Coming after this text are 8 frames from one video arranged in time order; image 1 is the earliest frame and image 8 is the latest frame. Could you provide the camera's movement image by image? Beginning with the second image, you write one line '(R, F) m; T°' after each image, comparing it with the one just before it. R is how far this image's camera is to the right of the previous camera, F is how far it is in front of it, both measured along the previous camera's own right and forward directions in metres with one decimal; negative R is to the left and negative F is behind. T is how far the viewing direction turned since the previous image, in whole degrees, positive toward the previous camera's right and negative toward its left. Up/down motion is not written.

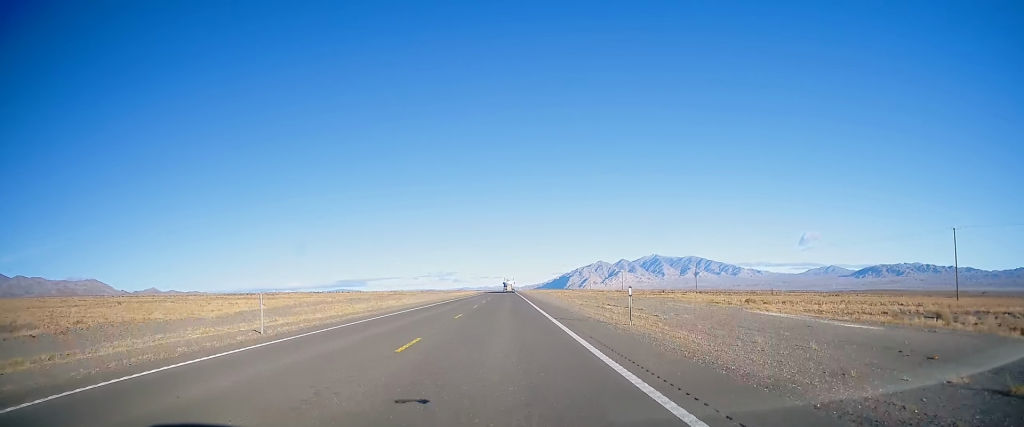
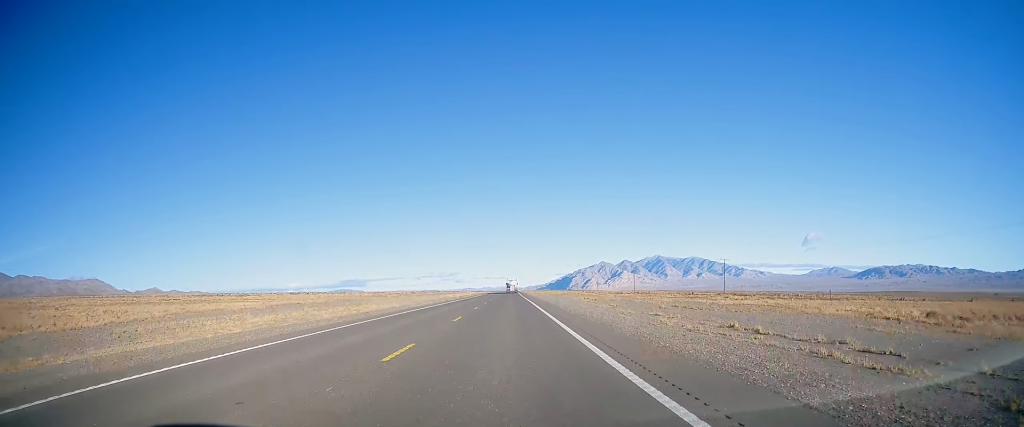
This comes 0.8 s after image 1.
(0.0, +25.4) m; 0°
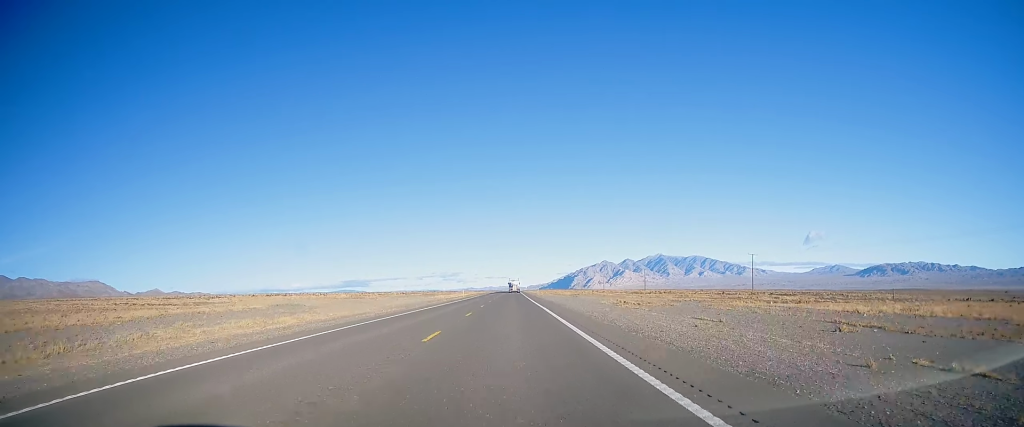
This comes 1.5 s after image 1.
(-0.1, +20.4) m; 0°
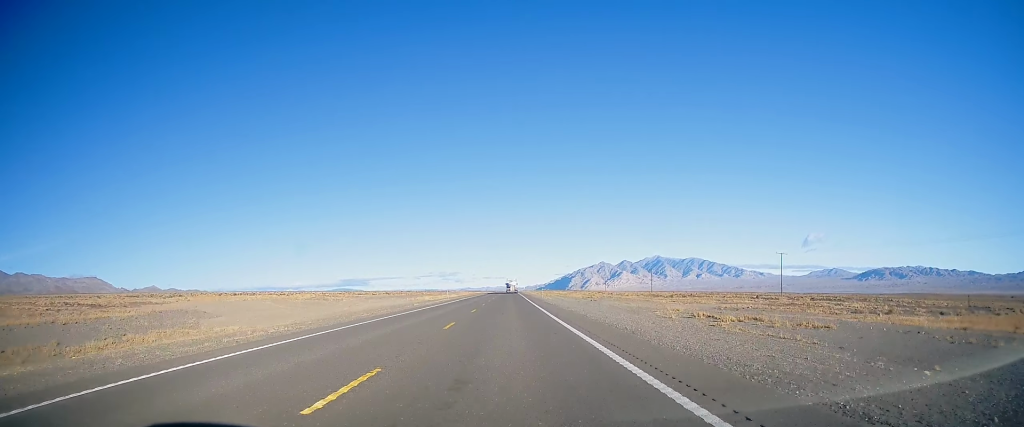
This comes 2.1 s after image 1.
(+0.1, +19.5) m; 0°
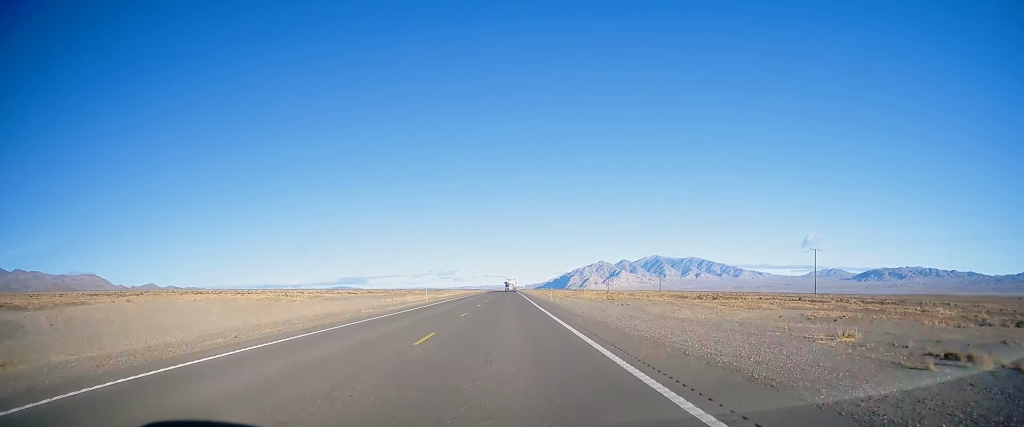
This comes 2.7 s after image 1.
(0.0, +17.5) m; 0°
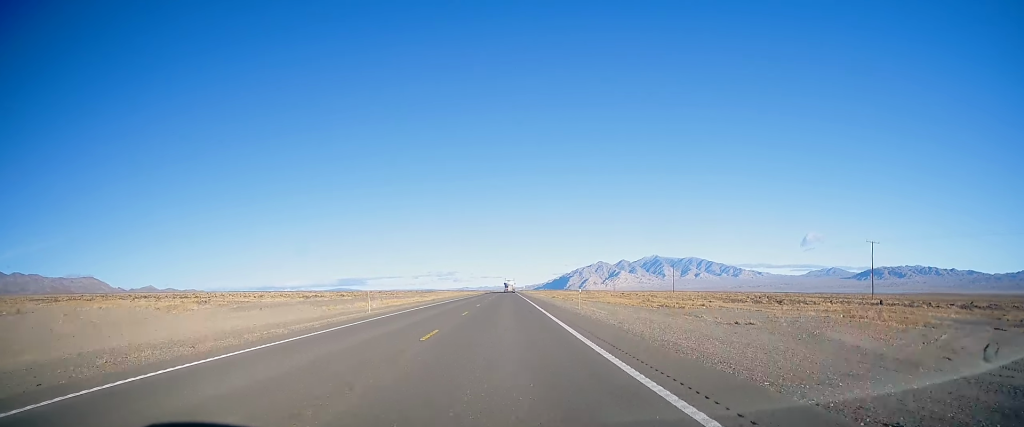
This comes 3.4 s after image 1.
(-0.1, +22.6) m; 0°
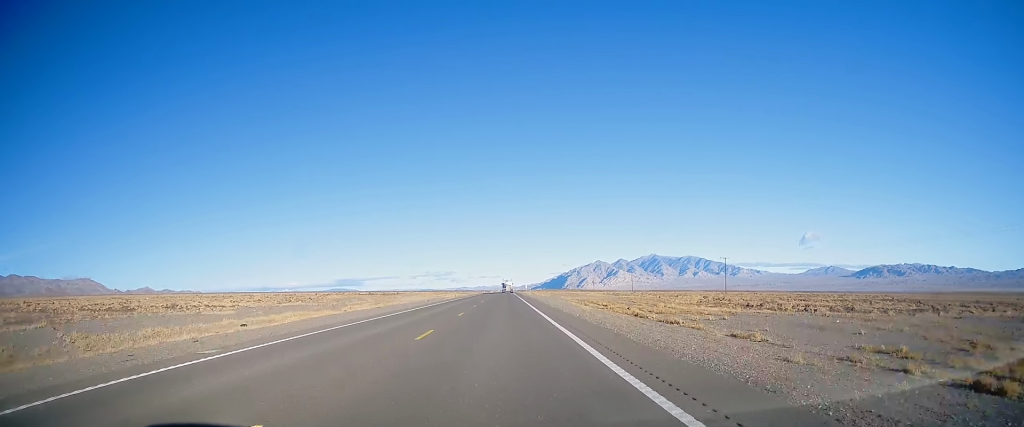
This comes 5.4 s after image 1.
(+0.2, +59.9) m; 0°
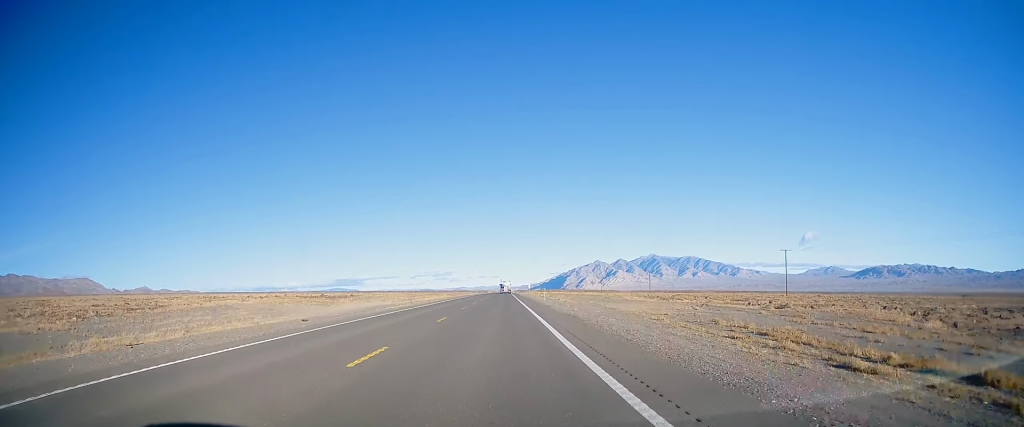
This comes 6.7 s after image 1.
(-0.1, +41.6) m; 0°
